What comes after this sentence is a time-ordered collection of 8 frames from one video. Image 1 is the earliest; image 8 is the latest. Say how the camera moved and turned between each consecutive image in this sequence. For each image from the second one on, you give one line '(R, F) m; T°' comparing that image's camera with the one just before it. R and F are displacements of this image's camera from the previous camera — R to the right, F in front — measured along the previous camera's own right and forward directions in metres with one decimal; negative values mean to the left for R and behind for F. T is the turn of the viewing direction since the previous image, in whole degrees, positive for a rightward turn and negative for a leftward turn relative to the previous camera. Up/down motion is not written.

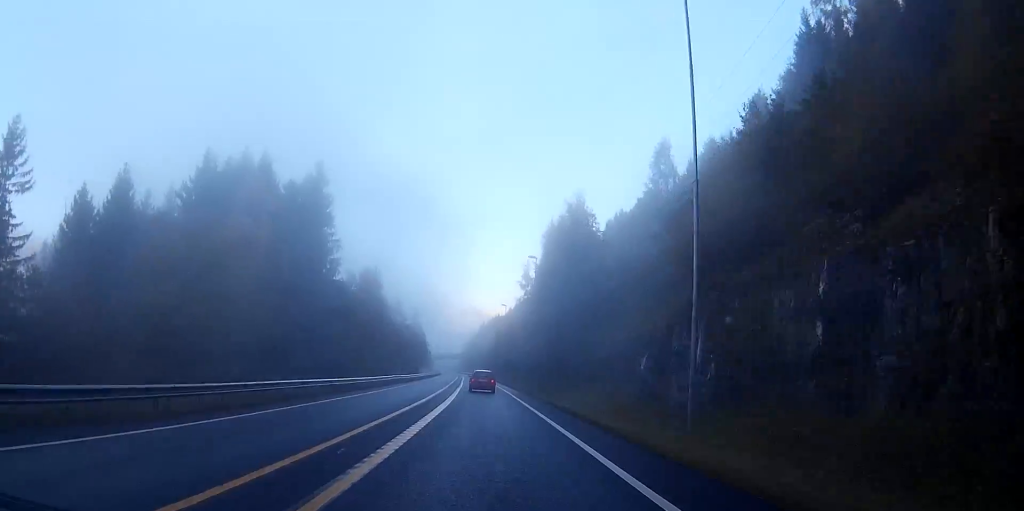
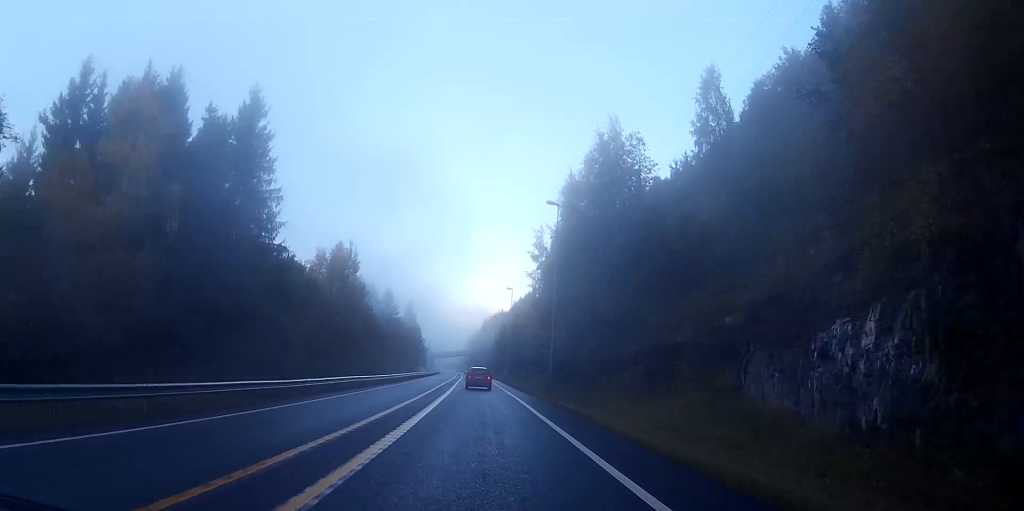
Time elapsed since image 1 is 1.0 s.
(-0.1, +20.6) m; 0°
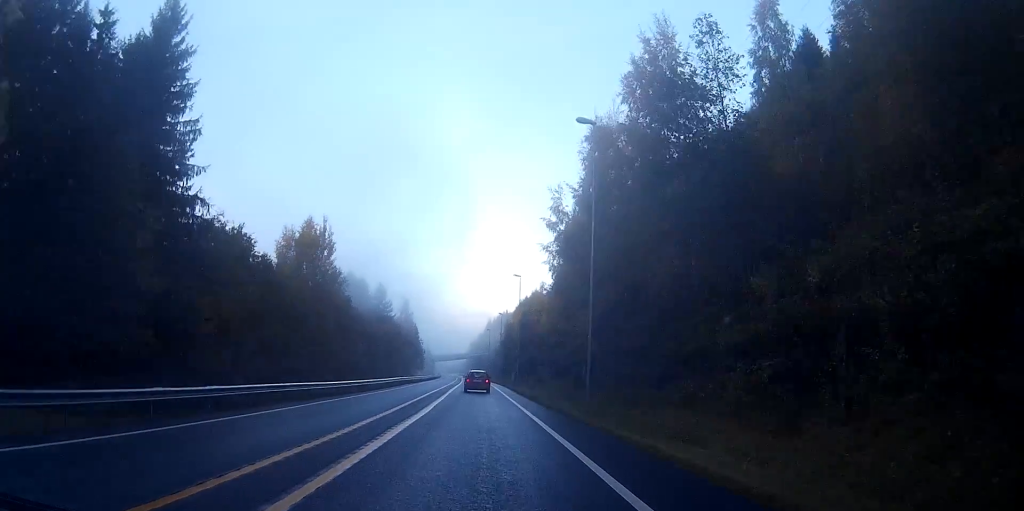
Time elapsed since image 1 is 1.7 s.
(0.0, +15.7) m; 0°
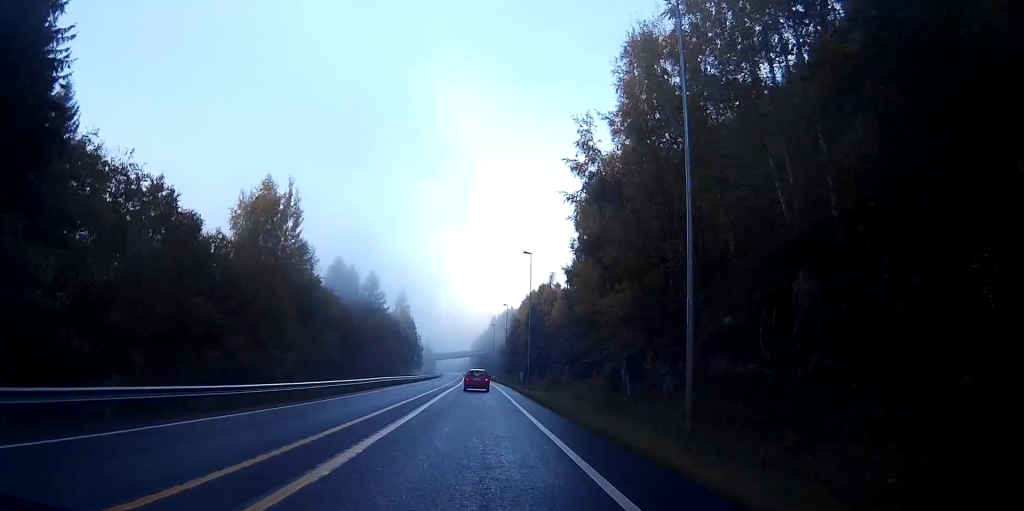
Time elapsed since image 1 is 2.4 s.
(0.0, +14.2) m; 0°
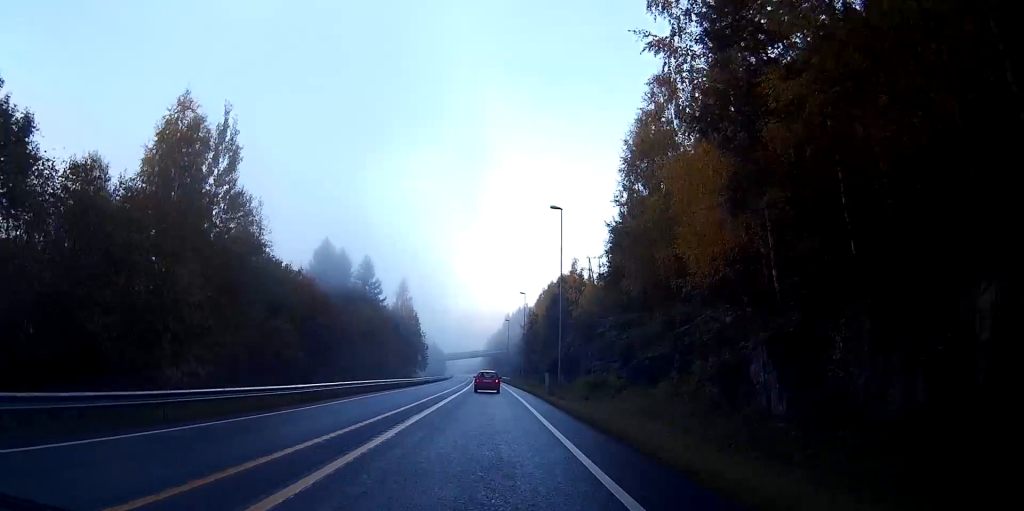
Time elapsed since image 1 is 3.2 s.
(-0.1, +17.9) m; -1°
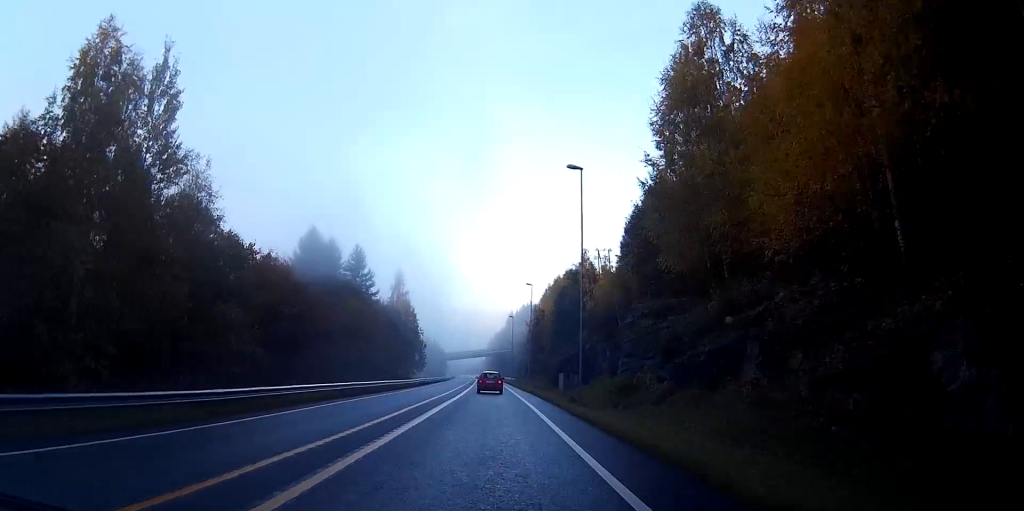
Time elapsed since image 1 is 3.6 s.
(0.0, +9.3) m; 0°
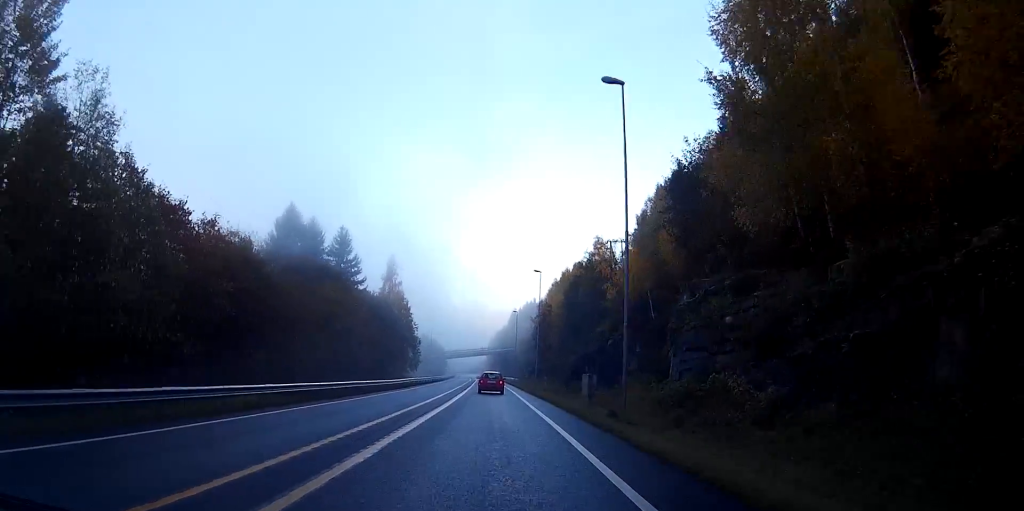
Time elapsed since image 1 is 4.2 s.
(0.0, +11.5) m; 0°
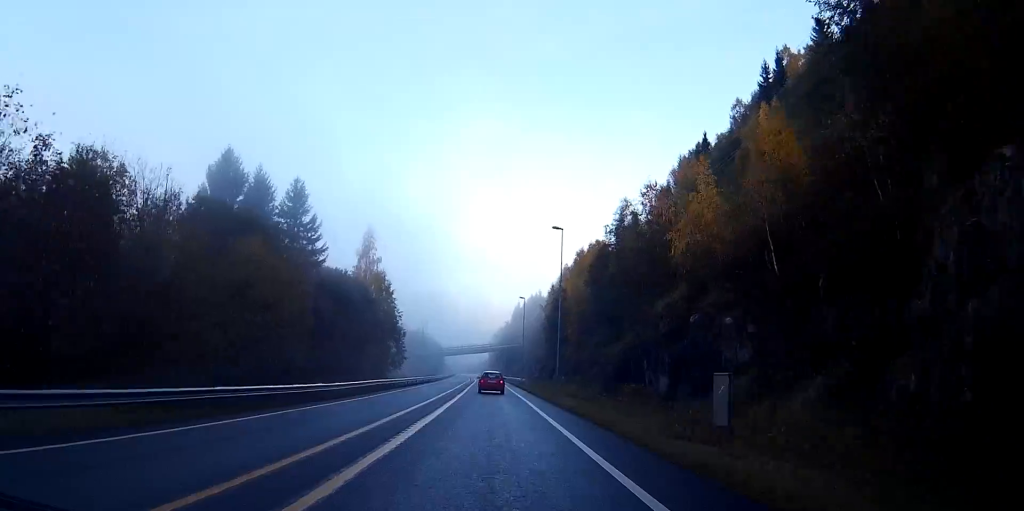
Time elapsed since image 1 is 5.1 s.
(-0.1, +21.0) m; 0°
